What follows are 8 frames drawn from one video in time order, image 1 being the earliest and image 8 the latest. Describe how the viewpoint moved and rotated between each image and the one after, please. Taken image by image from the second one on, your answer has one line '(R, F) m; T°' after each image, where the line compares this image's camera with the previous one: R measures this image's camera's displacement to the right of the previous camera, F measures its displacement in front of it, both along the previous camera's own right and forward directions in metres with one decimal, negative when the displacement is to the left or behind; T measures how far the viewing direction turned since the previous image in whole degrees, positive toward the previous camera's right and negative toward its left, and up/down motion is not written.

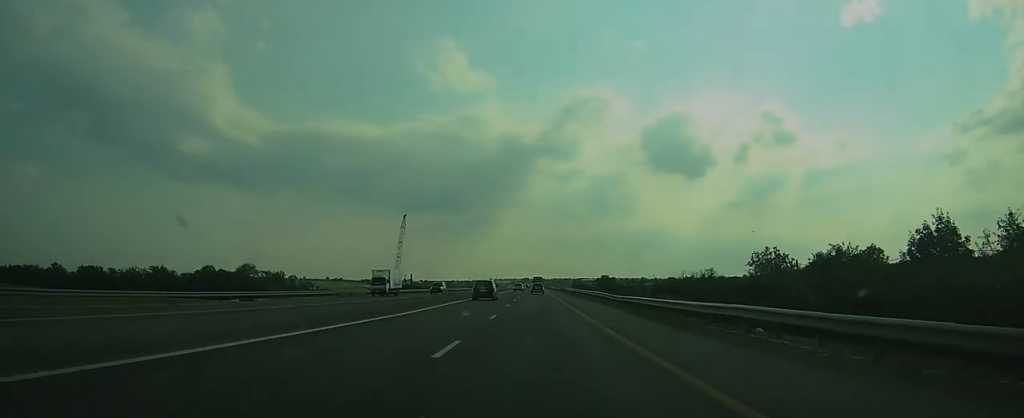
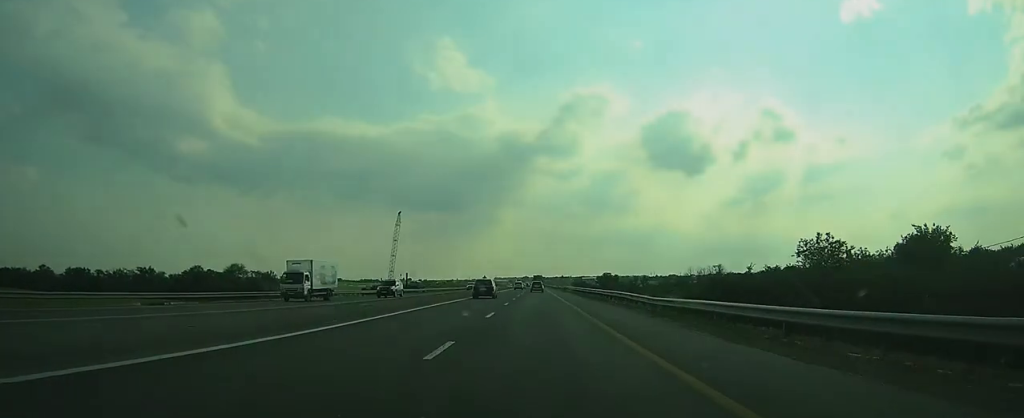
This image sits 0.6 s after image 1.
(0.0, +12.4) m; 0°
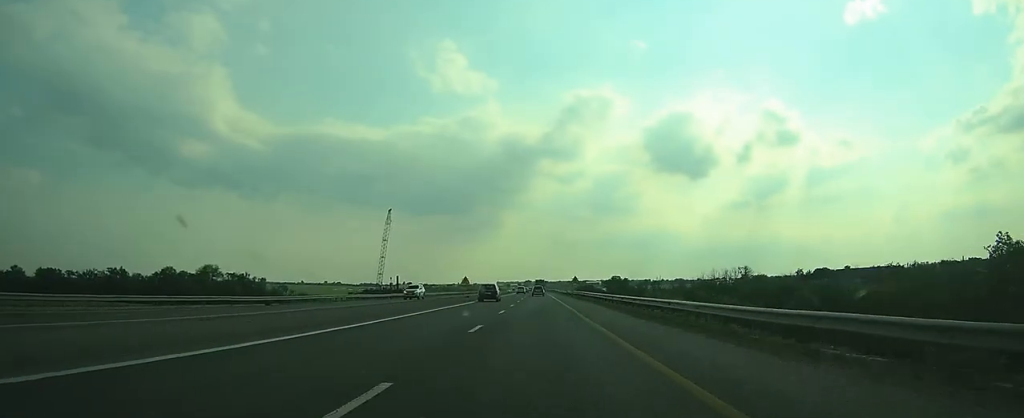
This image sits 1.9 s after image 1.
(0.0, +29.3) m; 0°
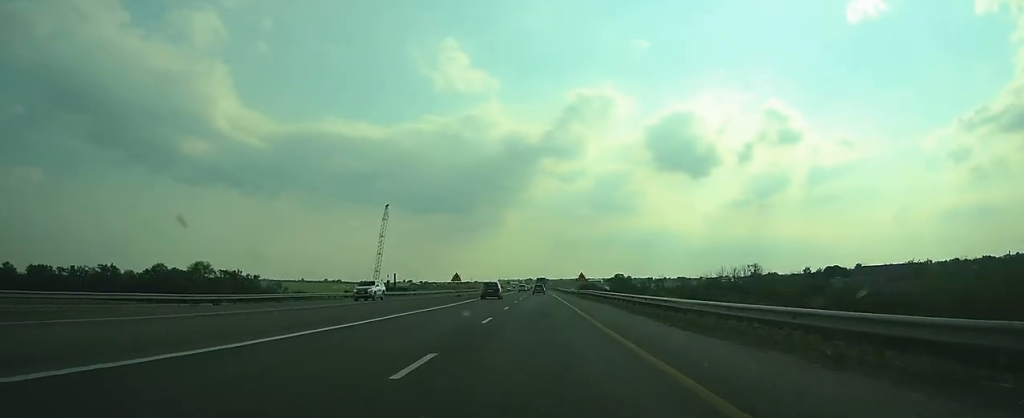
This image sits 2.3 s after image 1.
(0.0, +8.8) m; 0°
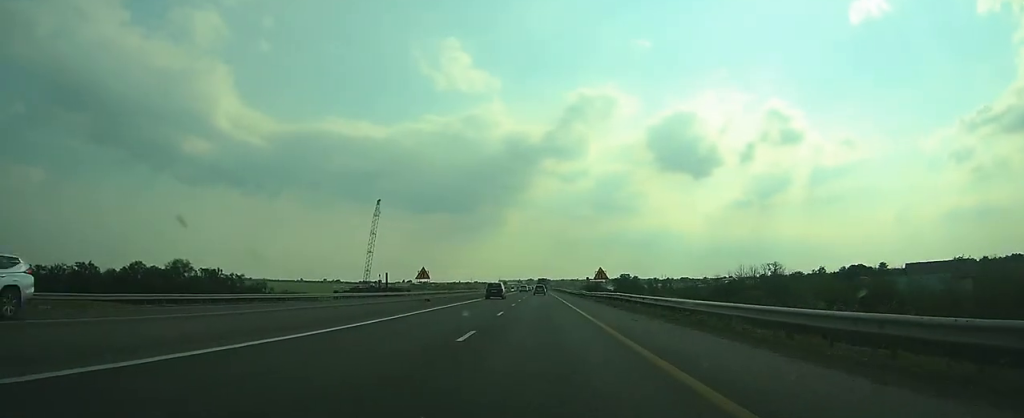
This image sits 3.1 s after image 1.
(-0.1, +18.4) m; 0°
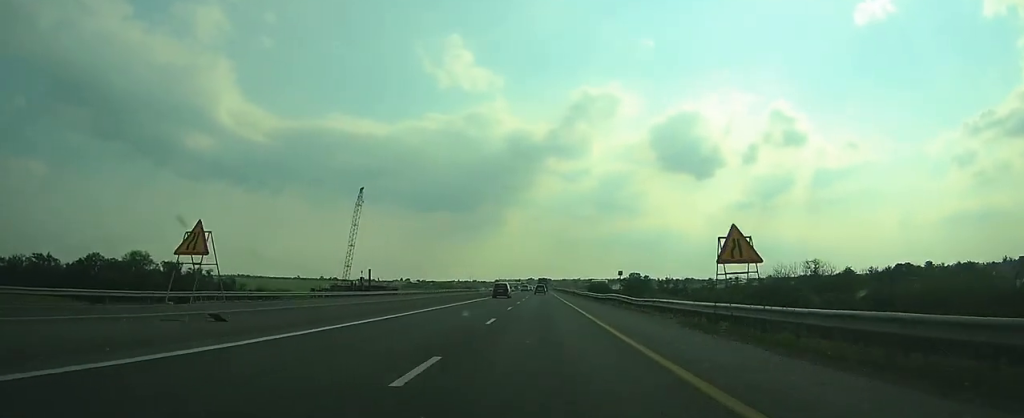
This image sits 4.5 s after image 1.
(-0.1, +30.3) m; 0°
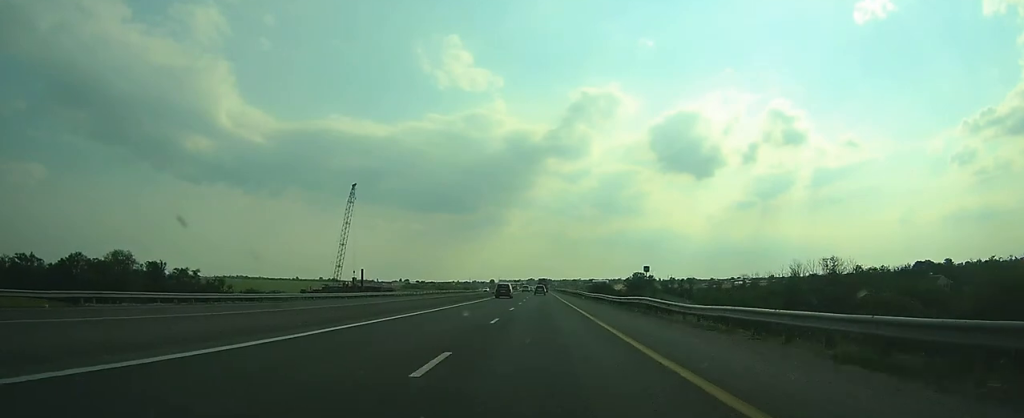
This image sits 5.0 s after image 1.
(0.0, +11.1) m; 0°
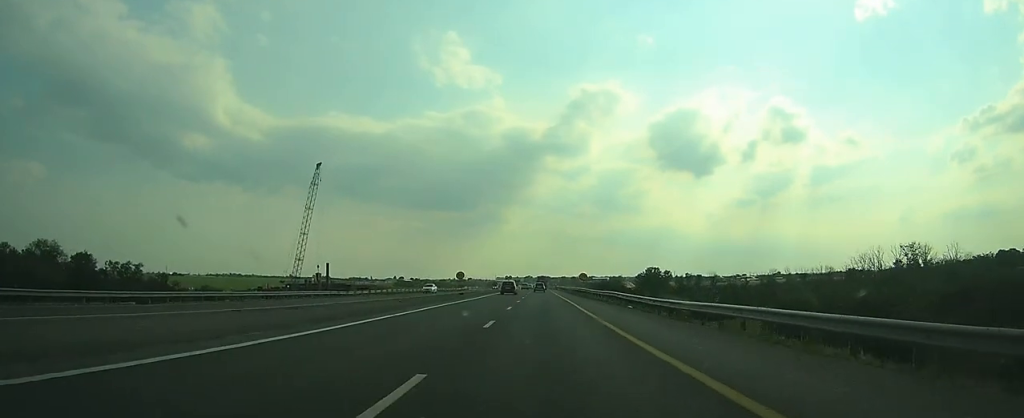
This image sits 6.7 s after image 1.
(-0.1, +38.8) m; 0°
